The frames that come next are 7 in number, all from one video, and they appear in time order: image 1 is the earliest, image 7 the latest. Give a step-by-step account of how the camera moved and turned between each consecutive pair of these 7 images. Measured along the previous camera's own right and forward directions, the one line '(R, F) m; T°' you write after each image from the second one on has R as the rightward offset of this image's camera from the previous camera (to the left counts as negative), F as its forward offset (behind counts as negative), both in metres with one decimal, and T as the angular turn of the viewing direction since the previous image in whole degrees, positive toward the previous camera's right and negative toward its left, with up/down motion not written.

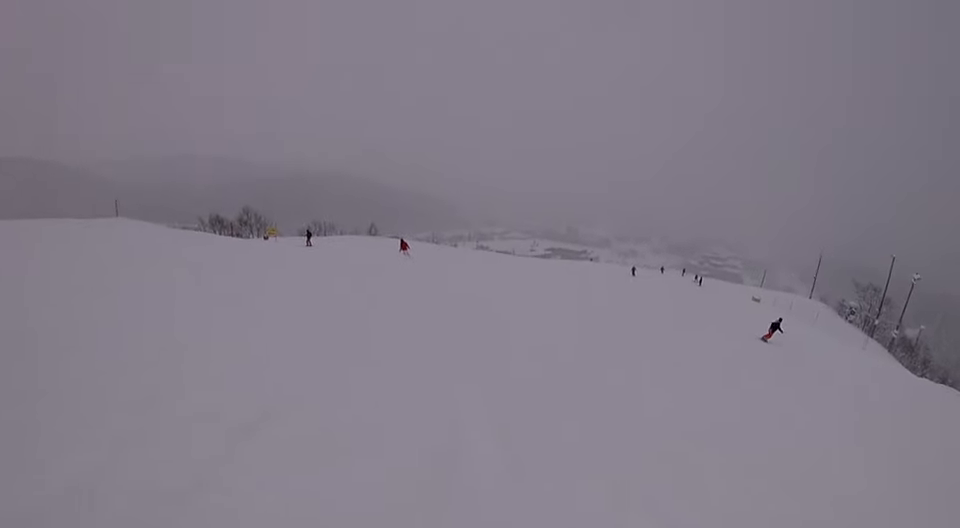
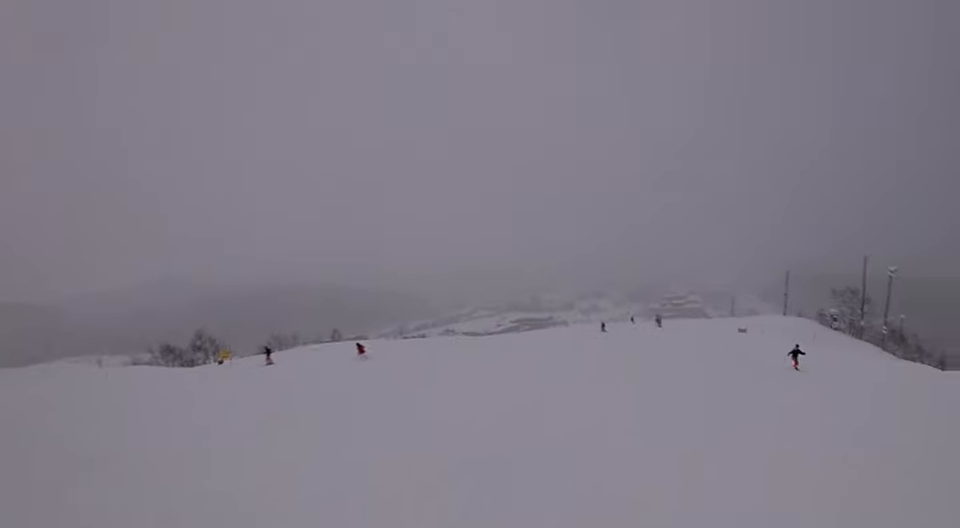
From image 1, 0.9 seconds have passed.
(-0.4, +4.5) m; +10°
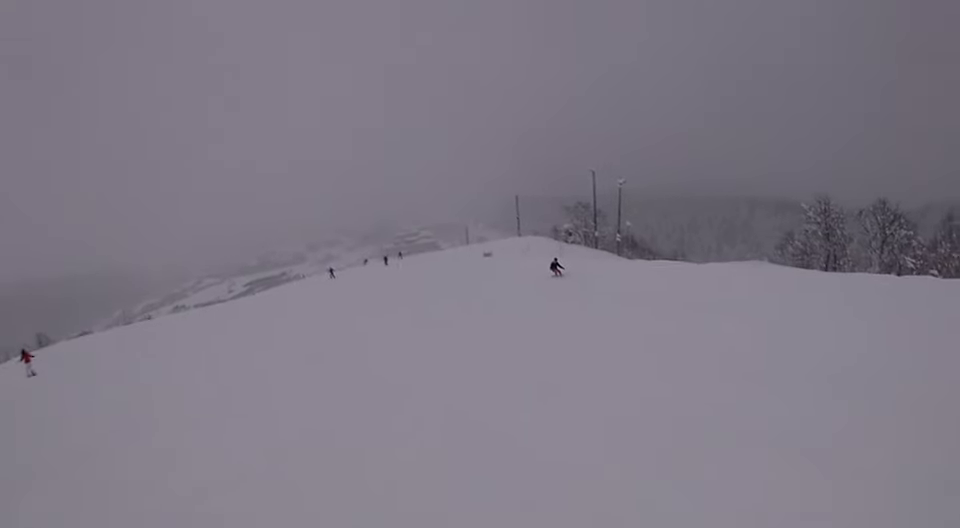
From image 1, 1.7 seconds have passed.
(+1.1, +4.3) m; +12°
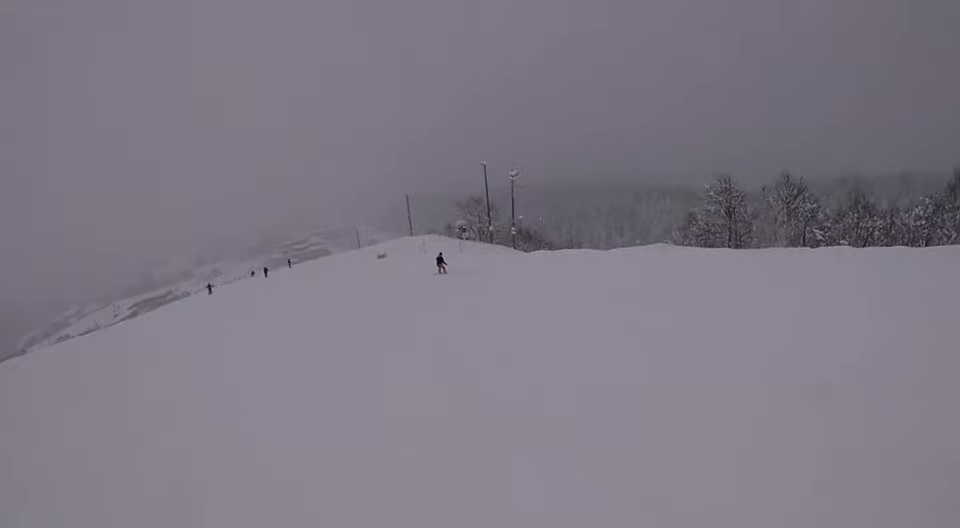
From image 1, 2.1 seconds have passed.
(+0.1, +2.4) m; +1°
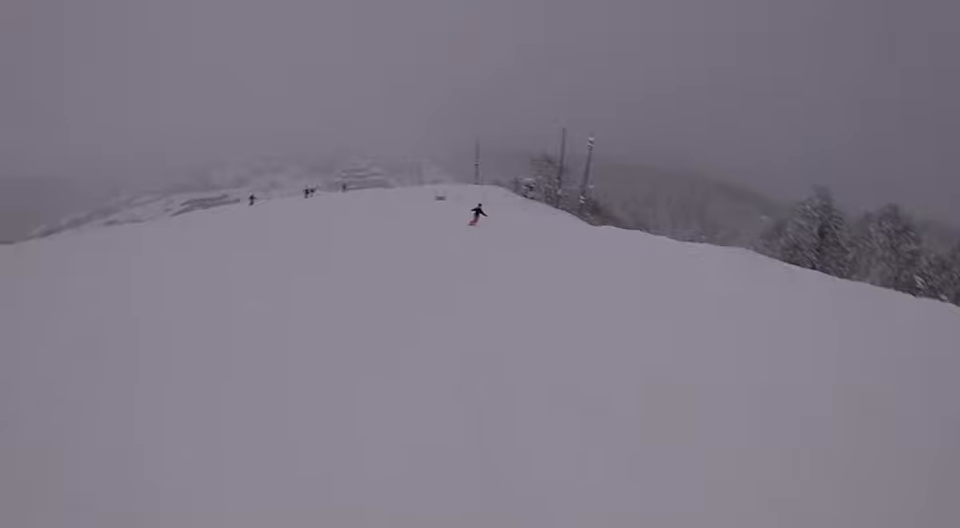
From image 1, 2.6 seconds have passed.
(0.0, +3.1) m; -3°
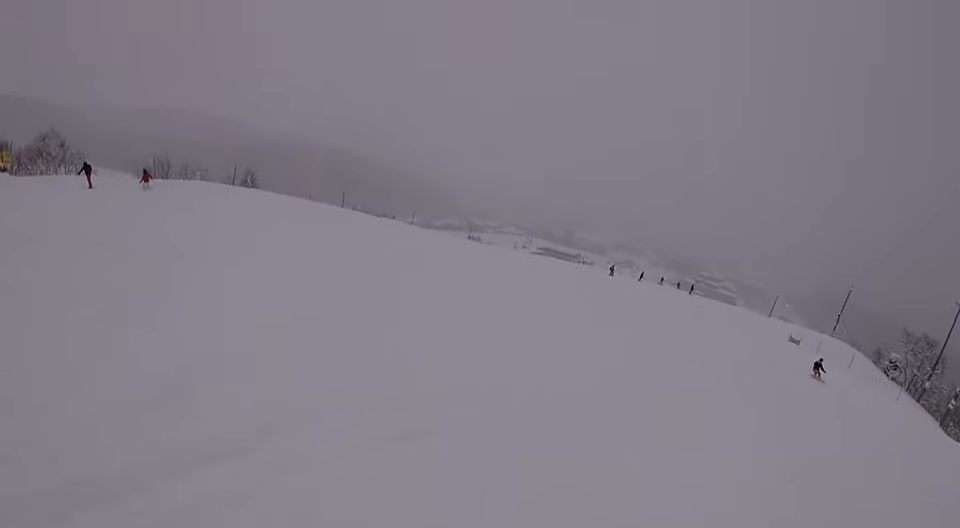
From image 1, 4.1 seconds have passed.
(-1.2, +8.7) m; -19°
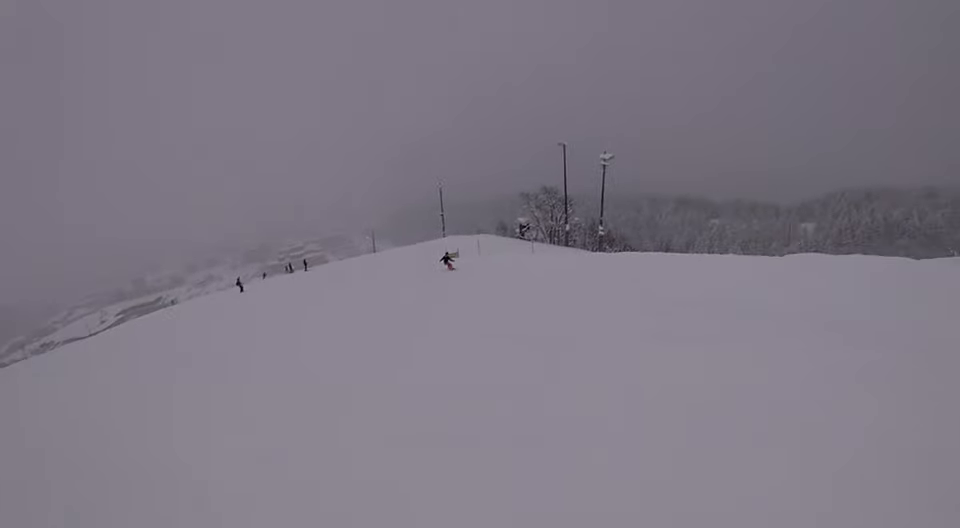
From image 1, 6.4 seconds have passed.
(+1.6, +12.1) m; +35°
